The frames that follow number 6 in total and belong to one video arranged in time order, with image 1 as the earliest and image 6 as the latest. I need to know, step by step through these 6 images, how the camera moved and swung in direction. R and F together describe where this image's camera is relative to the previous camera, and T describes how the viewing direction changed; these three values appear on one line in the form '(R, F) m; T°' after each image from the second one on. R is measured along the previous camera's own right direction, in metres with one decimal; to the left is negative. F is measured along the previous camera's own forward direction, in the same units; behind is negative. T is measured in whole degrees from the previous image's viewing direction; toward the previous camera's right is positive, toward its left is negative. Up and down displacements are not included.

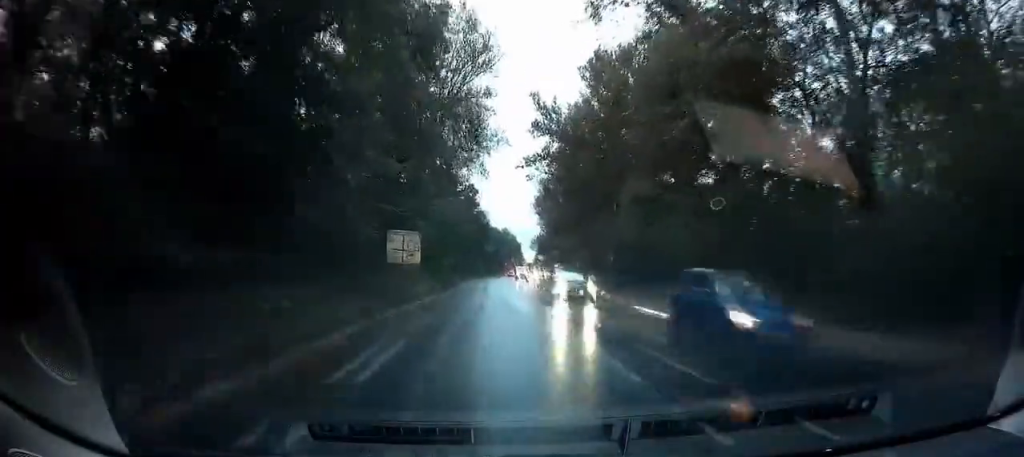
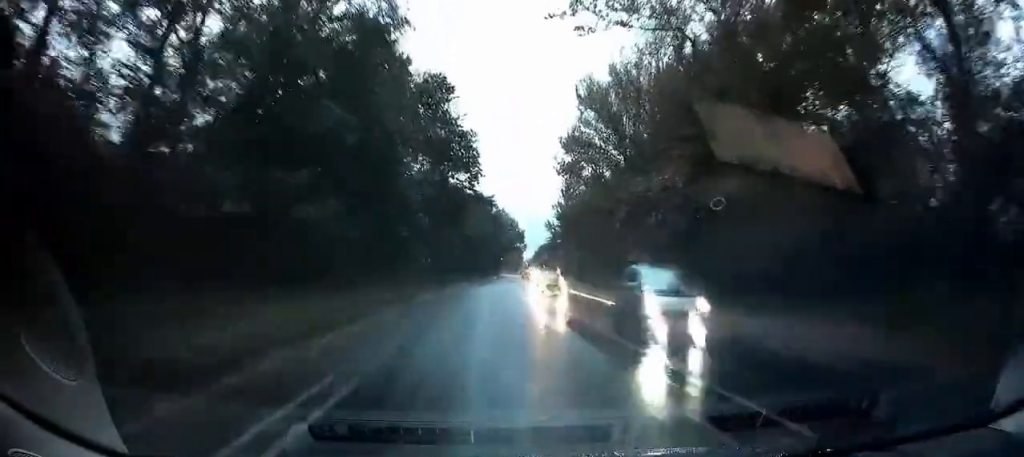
(+0.8, +50.5) m; +3°
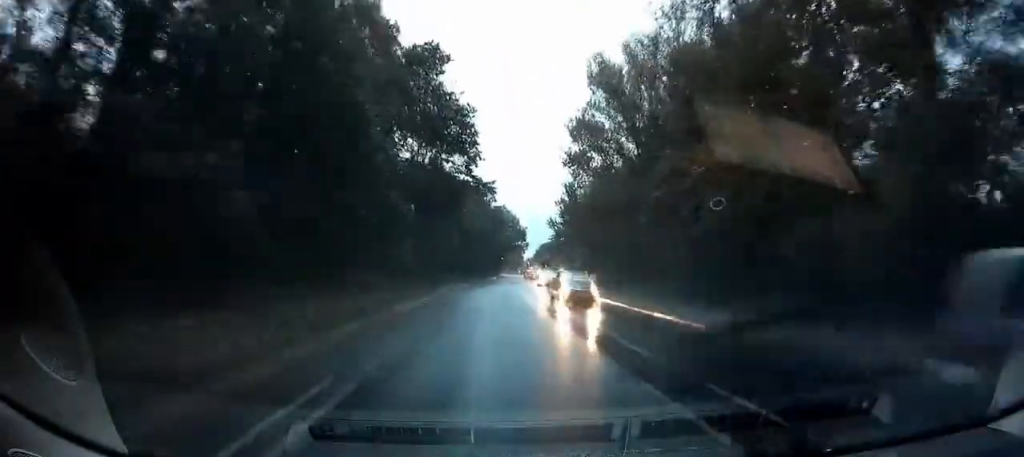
(0.0, +5.7) m; -2°
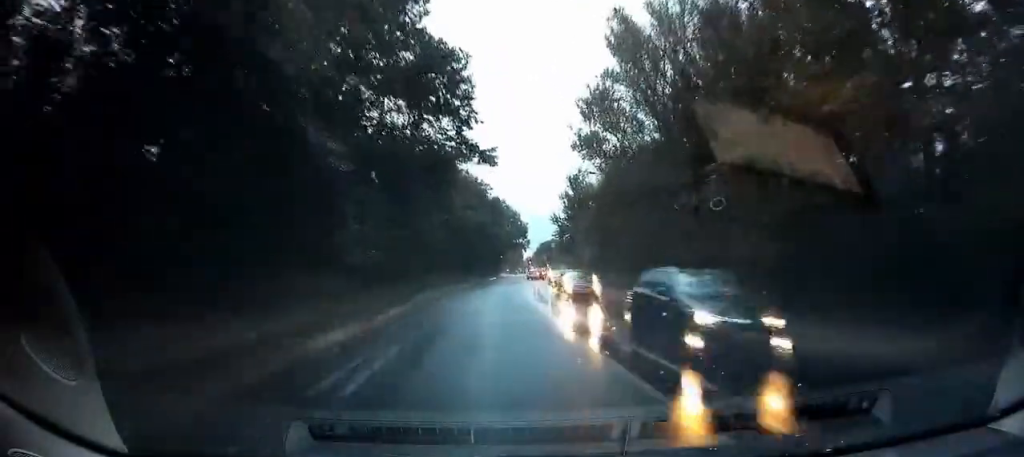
(-0.1, +8.3) m; -2°
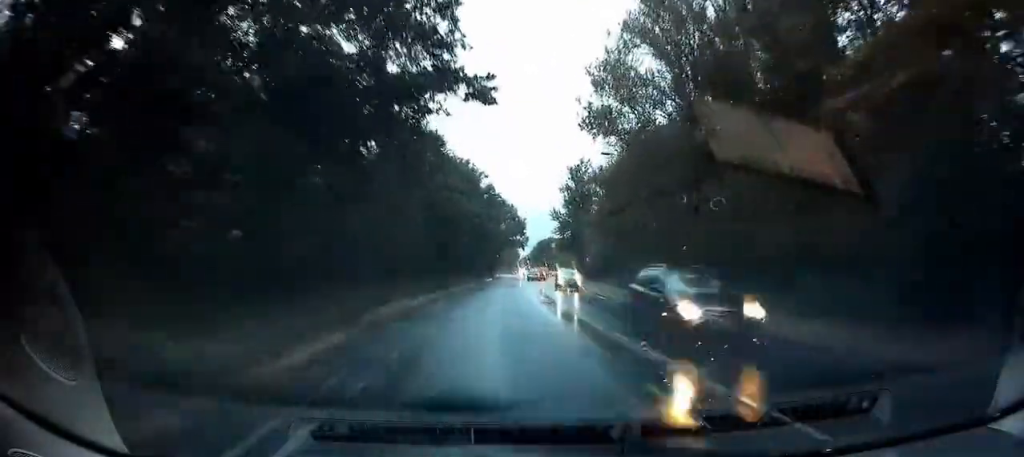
(-0.4, +8.5) m; -1°
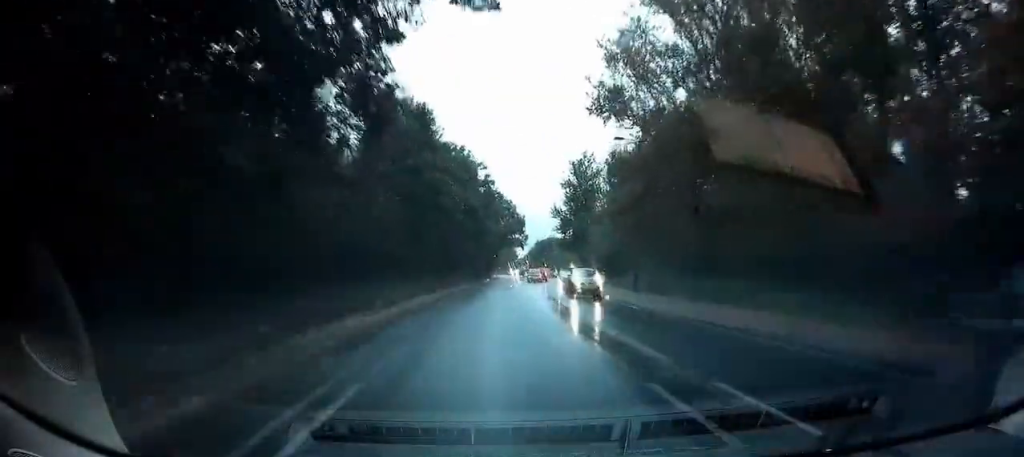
(+0.2, +5.3) m; +1°
